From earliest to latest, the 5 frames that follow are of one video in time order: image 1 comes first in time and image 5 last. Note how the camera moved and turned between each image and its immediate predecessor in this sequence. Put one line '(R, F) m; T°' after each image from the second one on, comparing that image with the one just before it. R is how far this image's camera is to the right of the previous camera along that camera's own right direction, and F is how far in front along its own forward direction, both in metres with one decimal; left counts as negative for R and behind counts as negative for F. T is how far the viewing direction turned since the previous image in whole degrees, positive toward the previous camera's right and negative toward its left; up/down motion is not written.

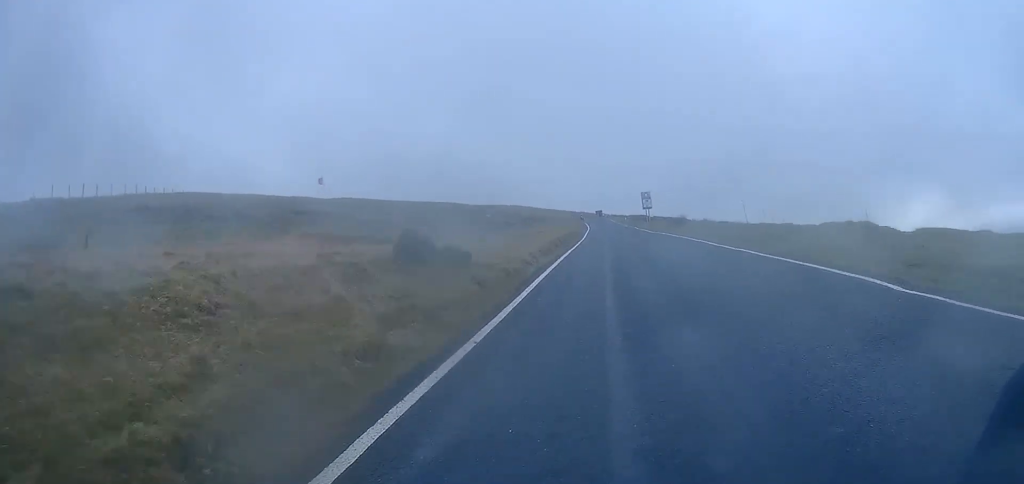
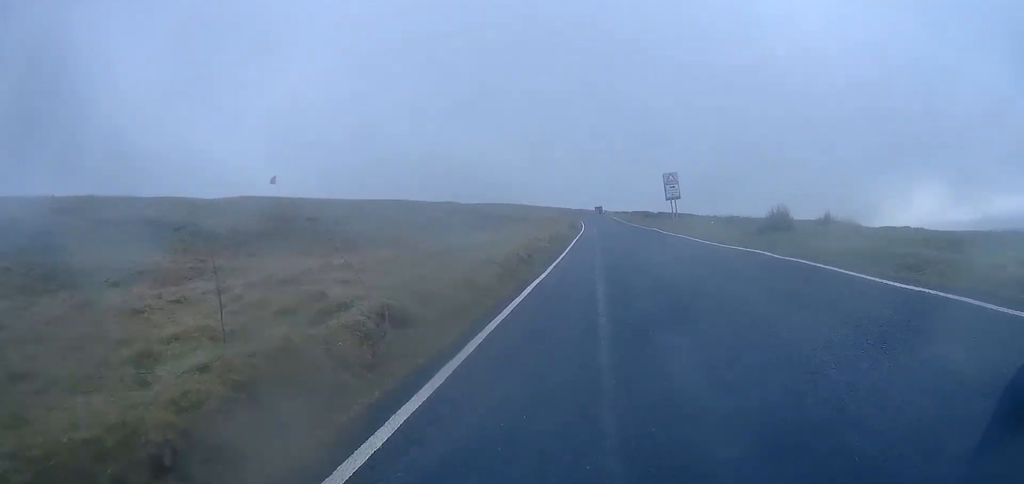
(0.0, +20.8) m; 0°
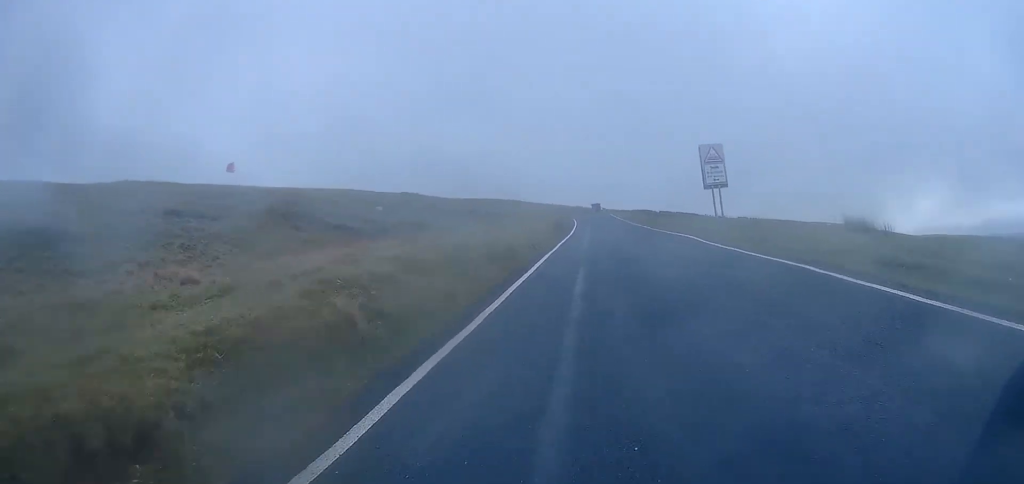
(-0.1, +14.2) m; 0°
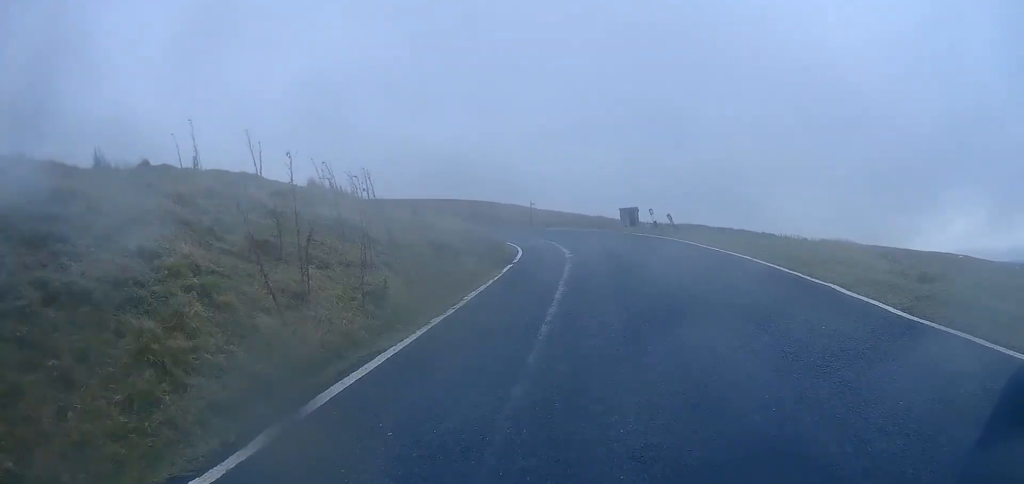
(-1.5, +66.0) m; -3°
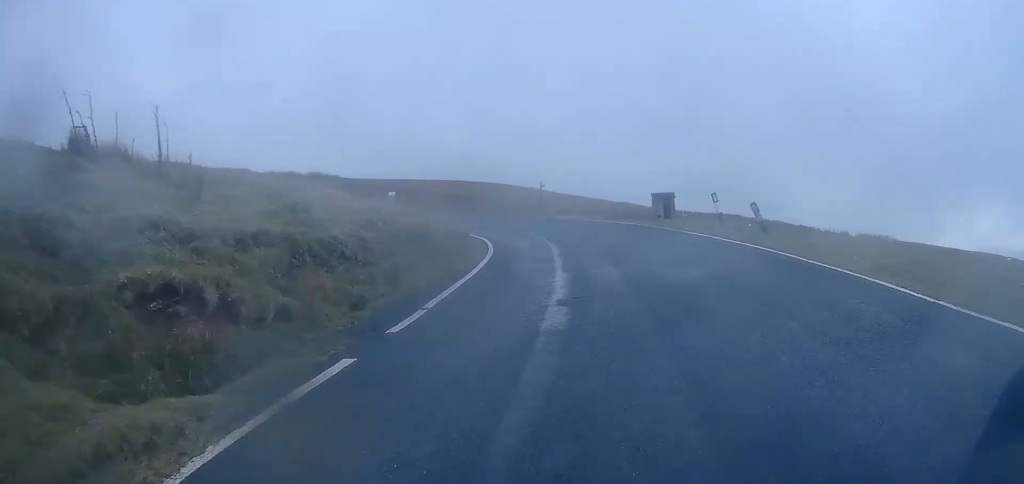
(-0.1, +11.2) m; -2°
